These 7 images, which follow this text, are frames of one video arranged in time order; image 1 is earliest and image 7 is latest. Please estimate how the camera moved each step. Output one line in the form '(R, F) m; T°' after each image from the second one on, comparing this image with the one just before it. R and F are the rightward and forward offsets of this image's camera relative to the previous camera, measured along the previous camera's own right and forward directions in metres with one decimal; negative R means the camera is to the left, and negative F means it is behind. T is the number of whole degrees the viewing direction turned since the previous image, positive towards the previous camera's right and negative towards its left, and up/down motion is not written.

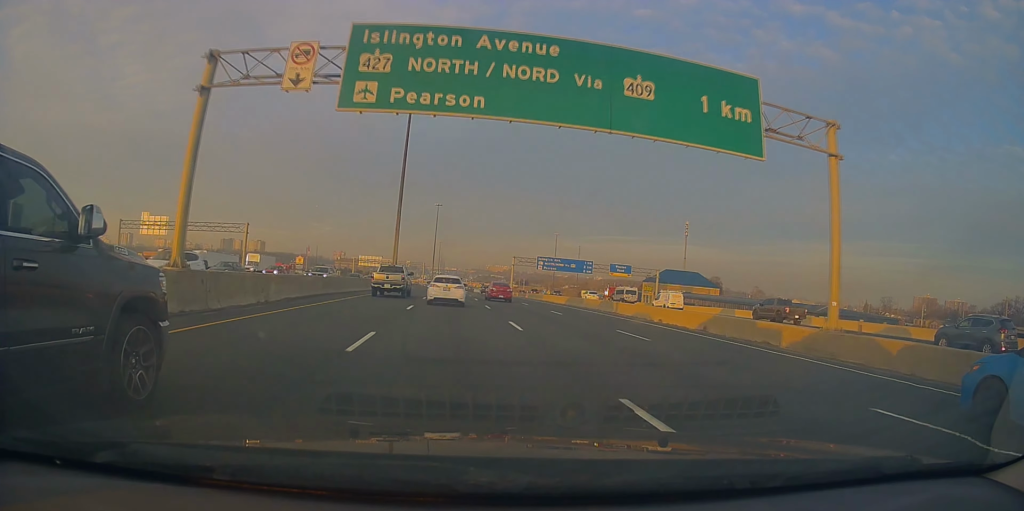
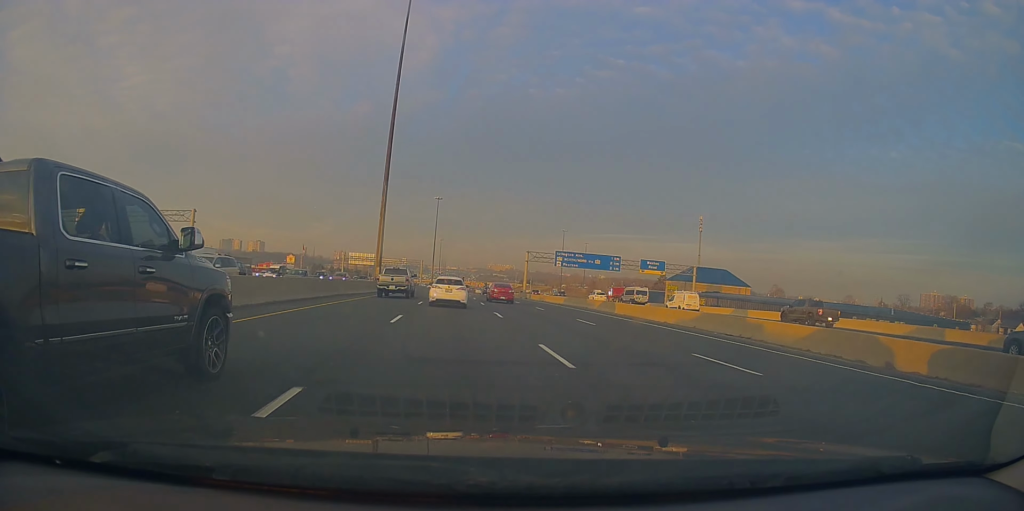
(-0.3, +18.3) m; 0°
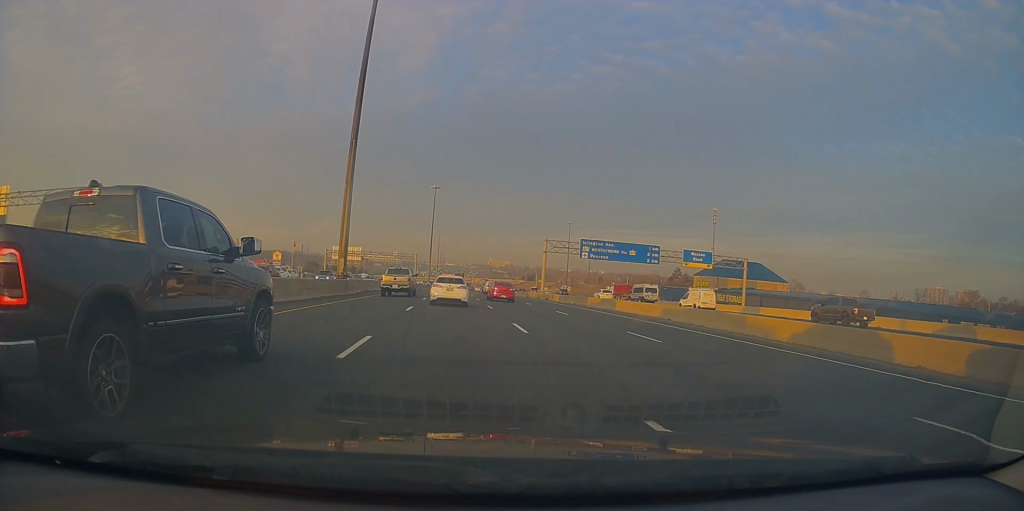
(+0.3, +19.2) m; +2°
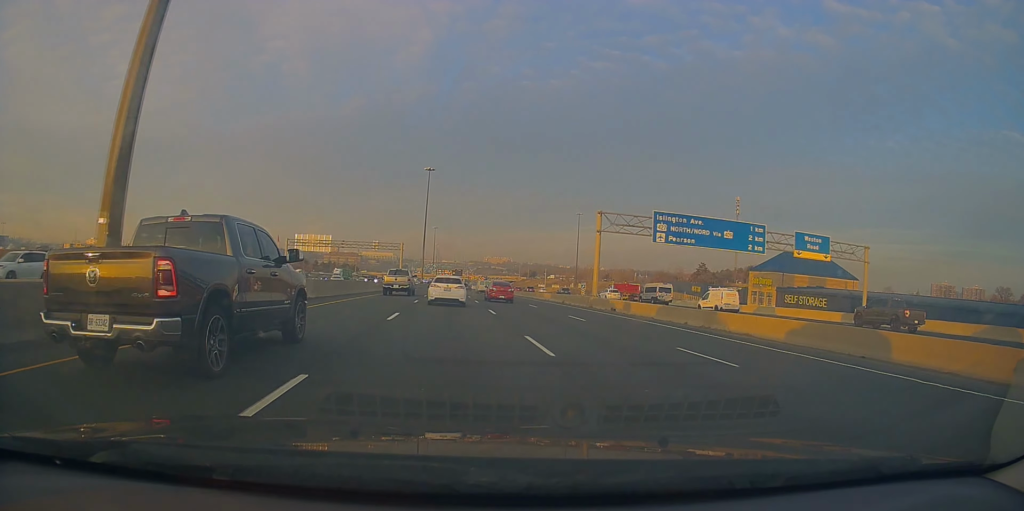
(+0.6, +28.9) m; +1°
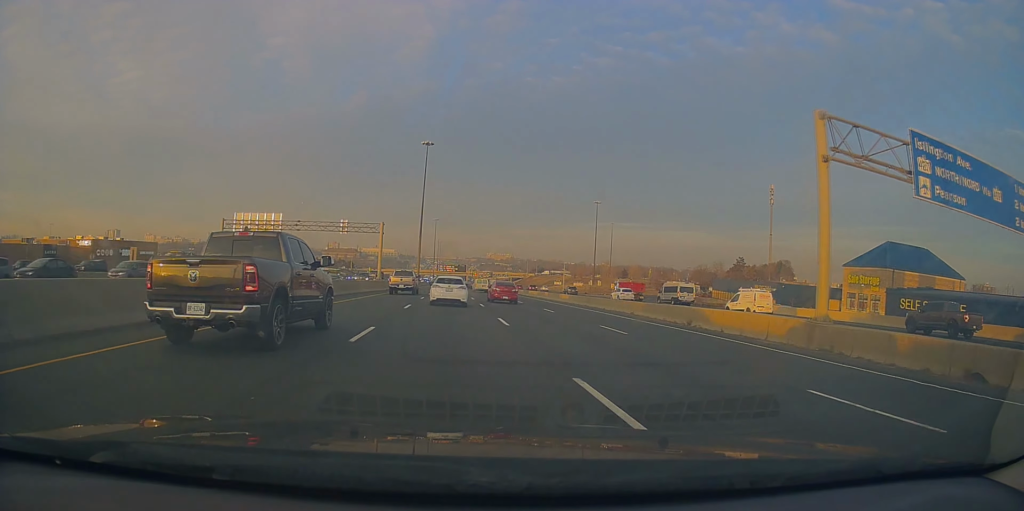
(-0.4, +30.0) m; -1°
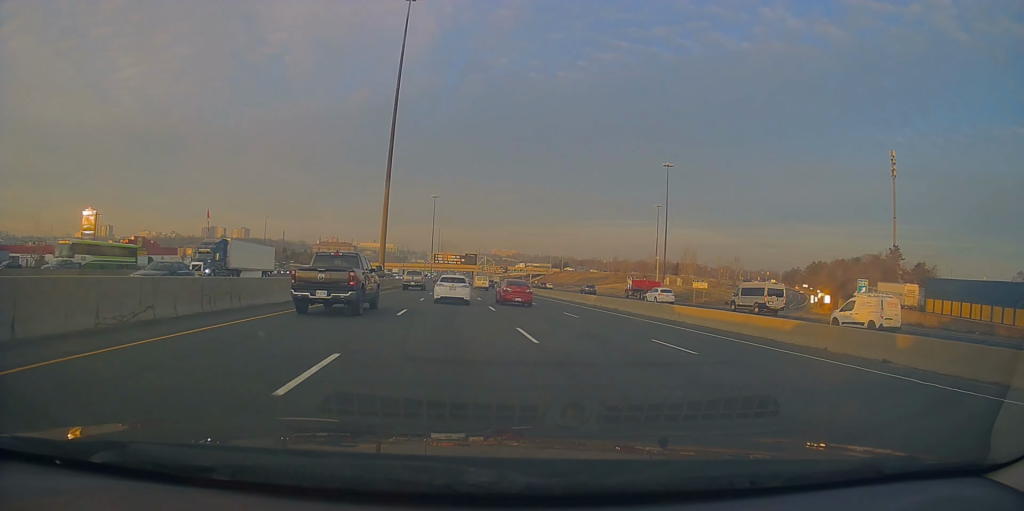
(-1.1, +78.0) m; 0°
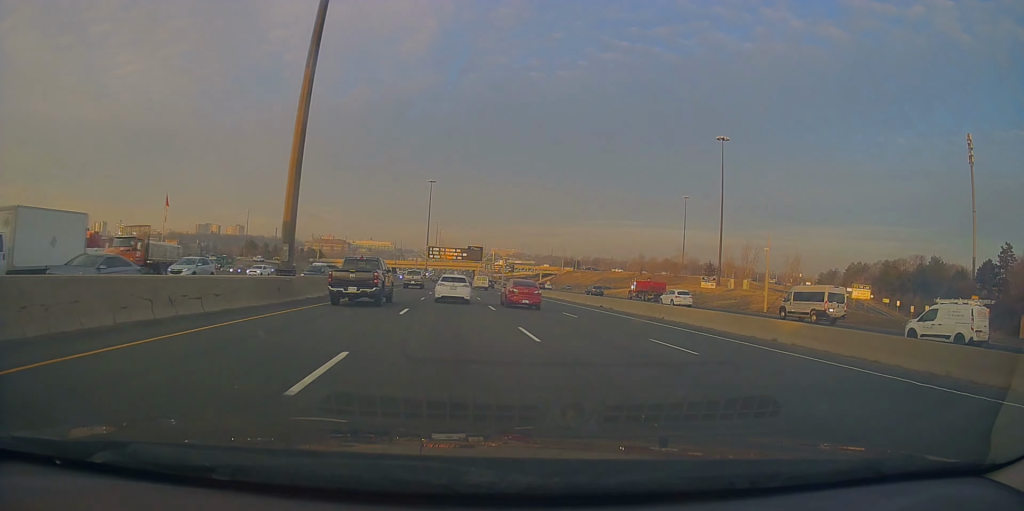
(+0.5, +36.5) m; +1°
